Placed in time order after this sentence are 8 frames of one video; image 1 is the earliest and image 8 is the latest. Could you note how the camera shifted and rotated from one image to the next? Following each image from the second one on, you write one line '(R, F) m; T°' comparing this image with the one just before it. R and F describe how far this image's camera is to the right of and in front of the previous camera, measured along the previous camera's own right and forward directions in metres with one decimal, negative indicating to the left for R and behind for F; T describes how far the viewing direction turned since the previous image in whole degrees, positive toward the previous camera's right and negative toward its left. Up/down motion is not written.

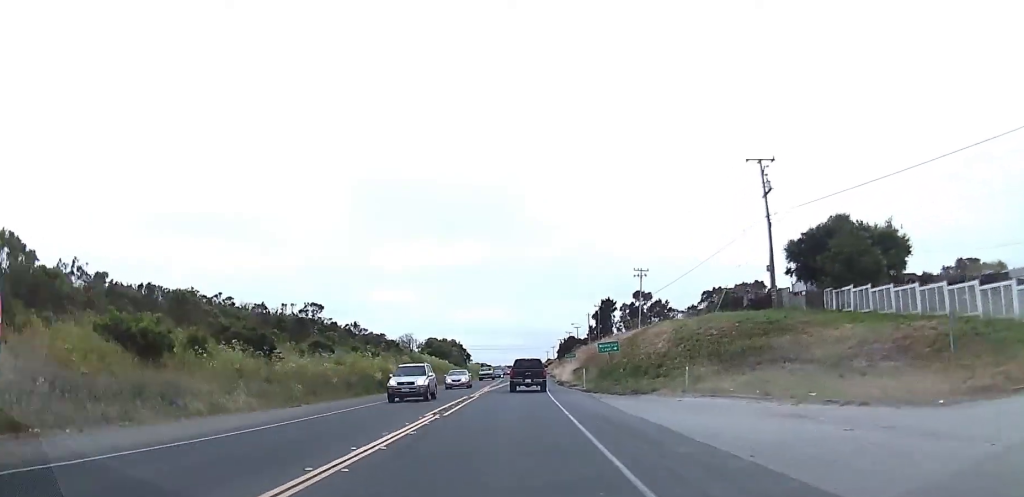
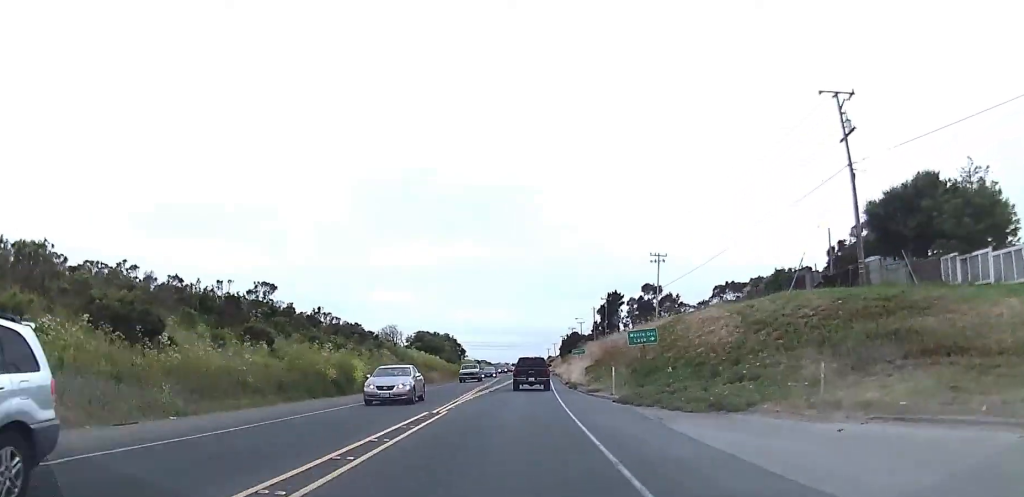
(-0.1, +14.0) m; 0°
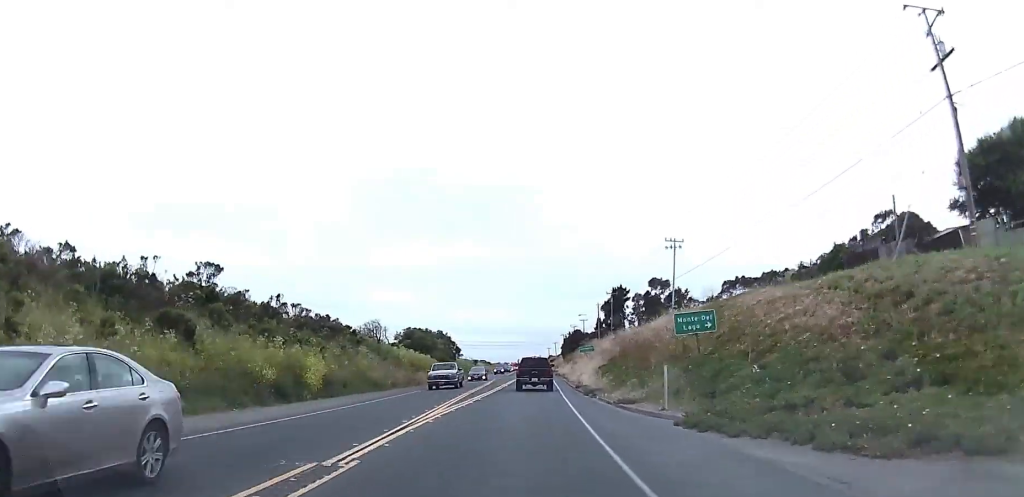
(+0.1, +10.8) m; 0°
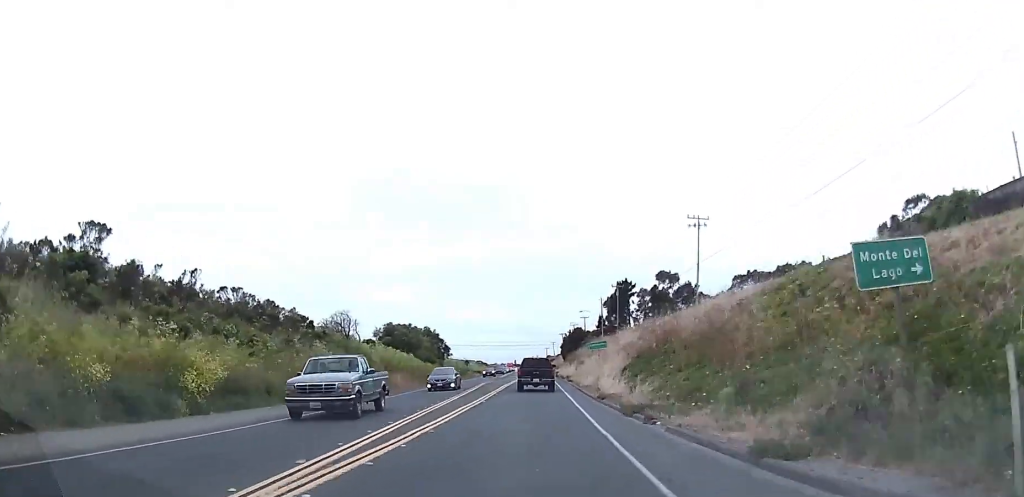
(+0.1, +13.9) m; 0°
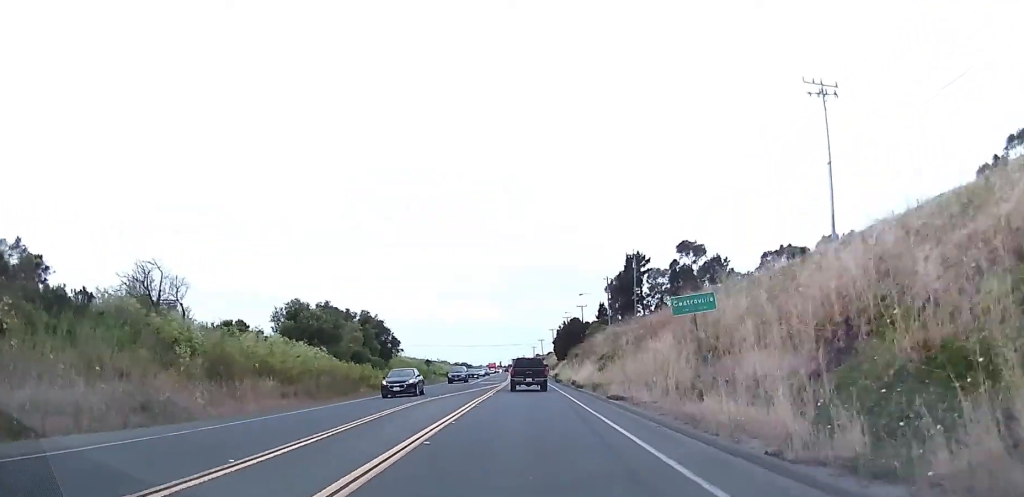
(-0.1, +36.6) m; +1°
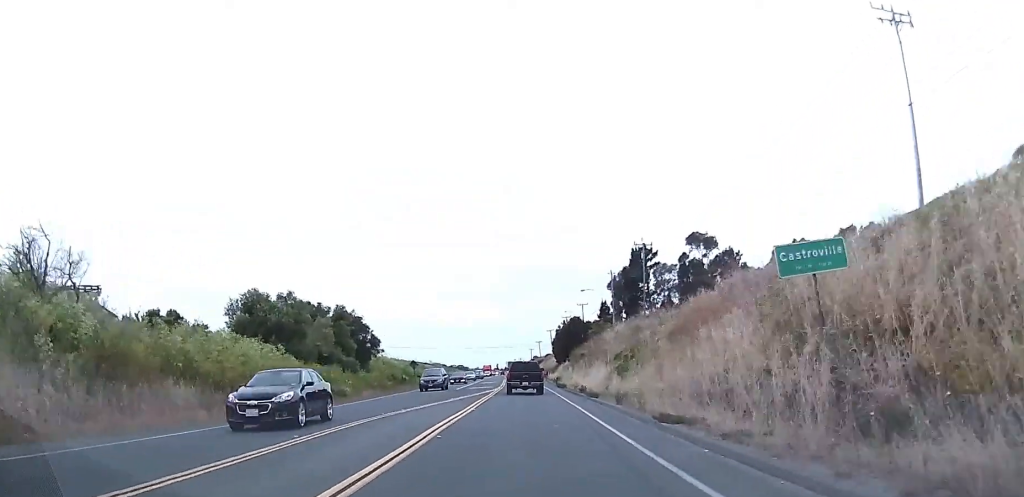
(0.0, +9.8) m; 0°
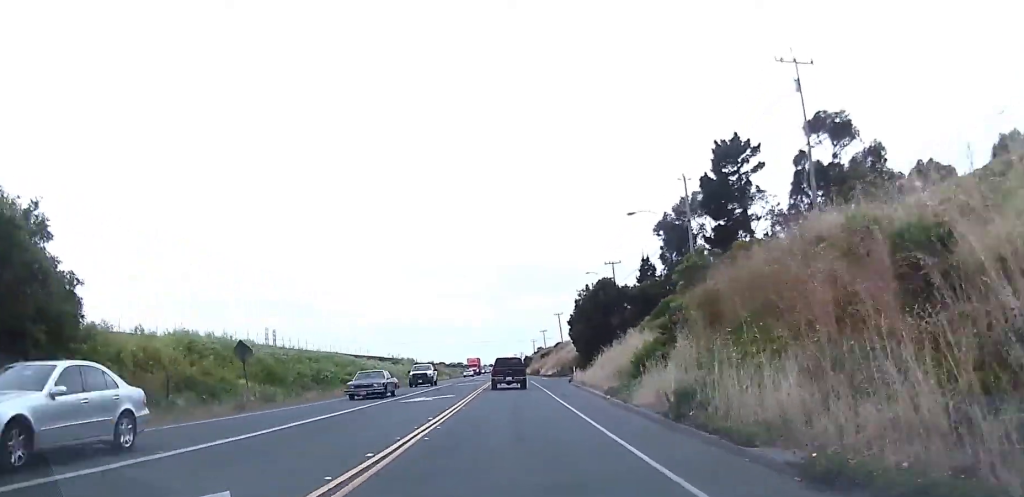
(+0.9, +52.9) m; +1°
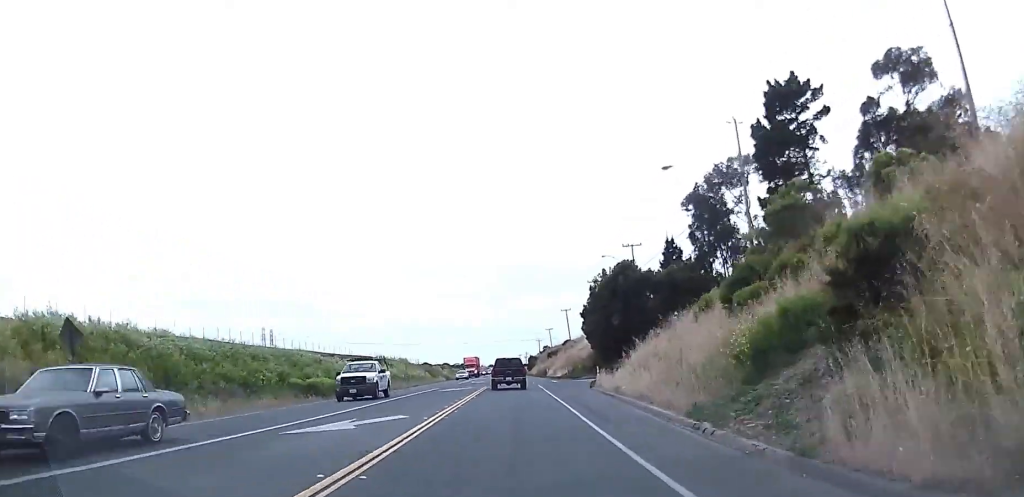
(0.0, +14.3) m; -1°
